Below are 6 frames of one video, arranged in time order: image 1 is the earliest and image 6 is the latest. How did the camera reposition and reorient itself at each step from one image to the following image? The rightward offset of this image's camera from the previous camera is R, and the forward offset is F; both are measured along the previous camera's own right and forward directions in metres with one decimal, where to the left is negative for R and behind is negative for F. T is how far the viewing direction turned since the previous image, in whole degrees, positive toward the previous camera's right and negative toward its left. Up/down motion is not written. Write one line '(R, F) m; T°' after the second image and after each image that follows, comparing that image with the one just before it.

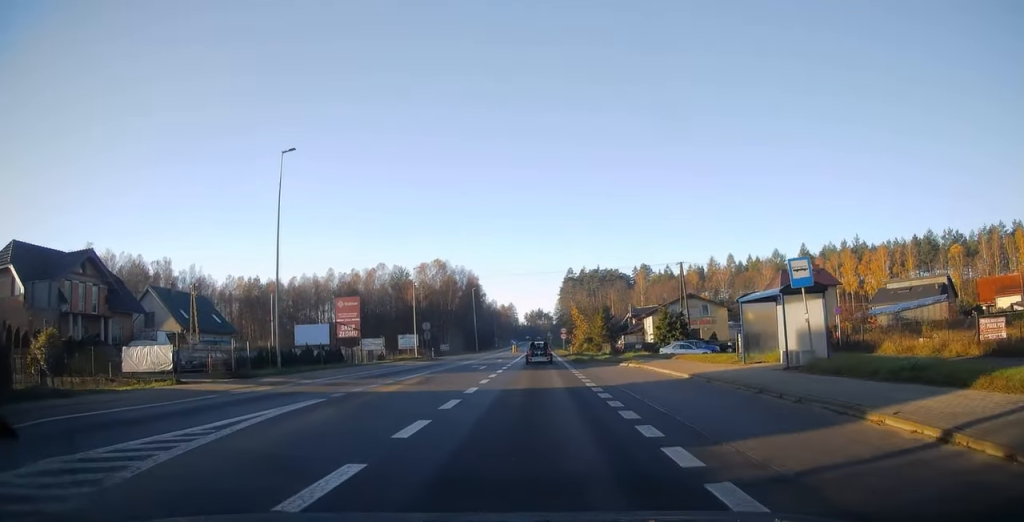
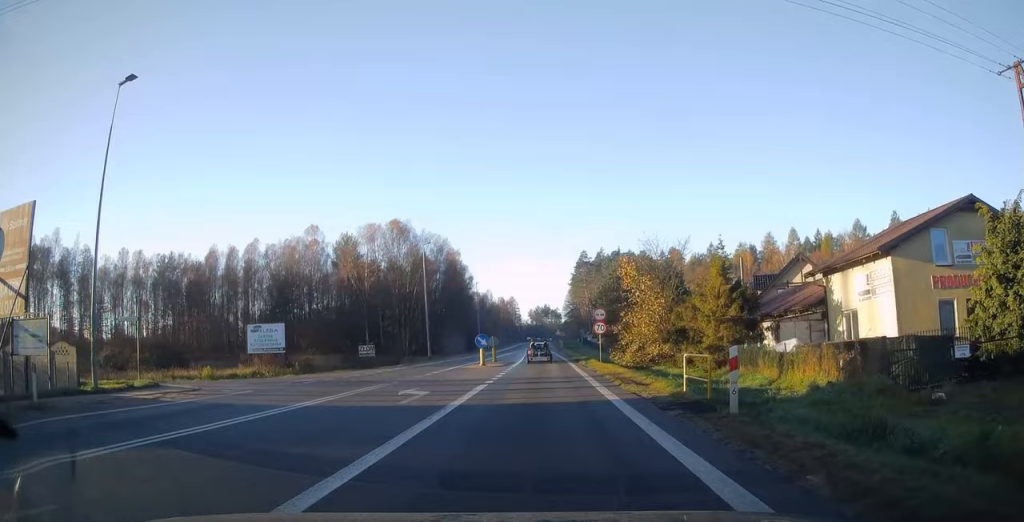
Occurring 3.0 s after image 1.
(-0.2, +49.9) m; 0°
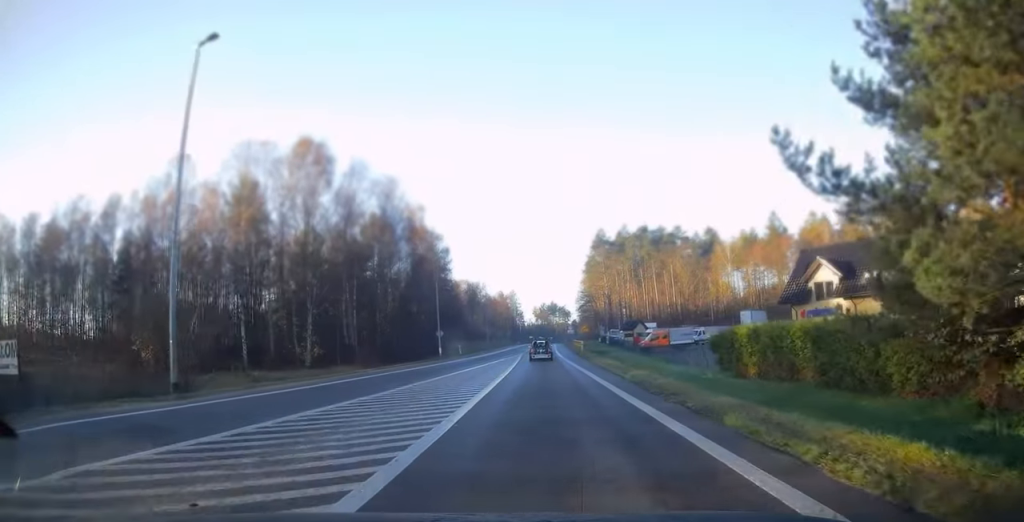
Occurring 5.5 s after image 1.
(0.0, +42.9) m; 0°
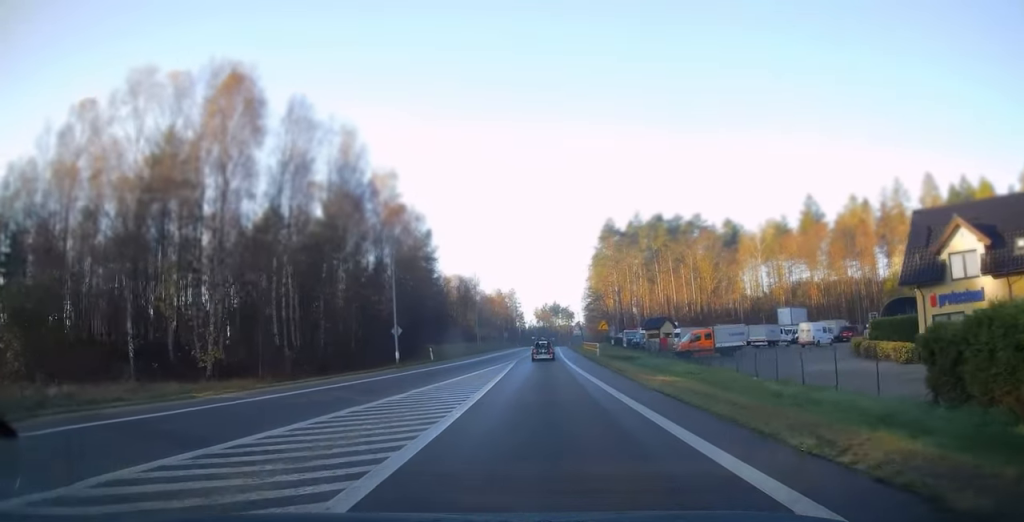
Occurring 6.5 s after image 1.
(0.0, +17.4) m; 0°
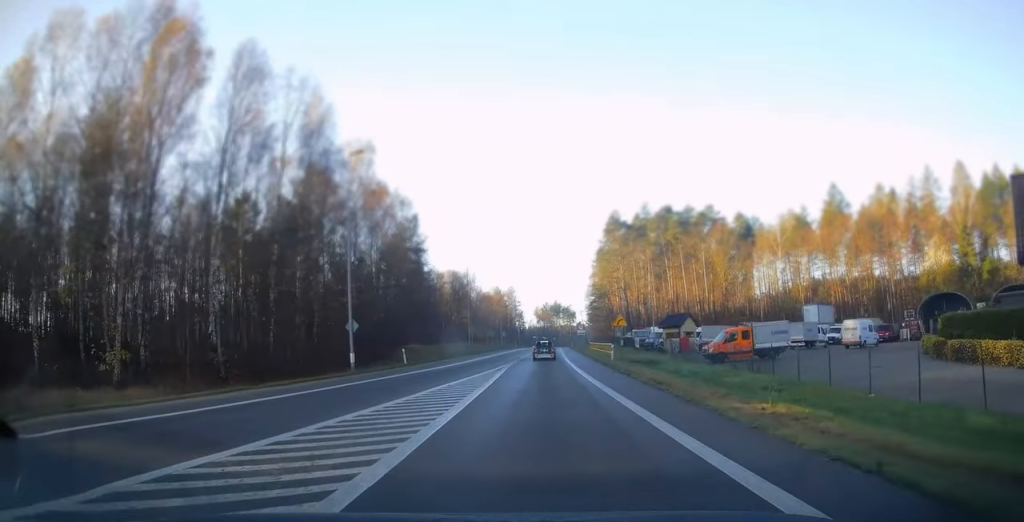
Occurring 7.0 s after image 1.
(0.0, +9.6) m; 0°
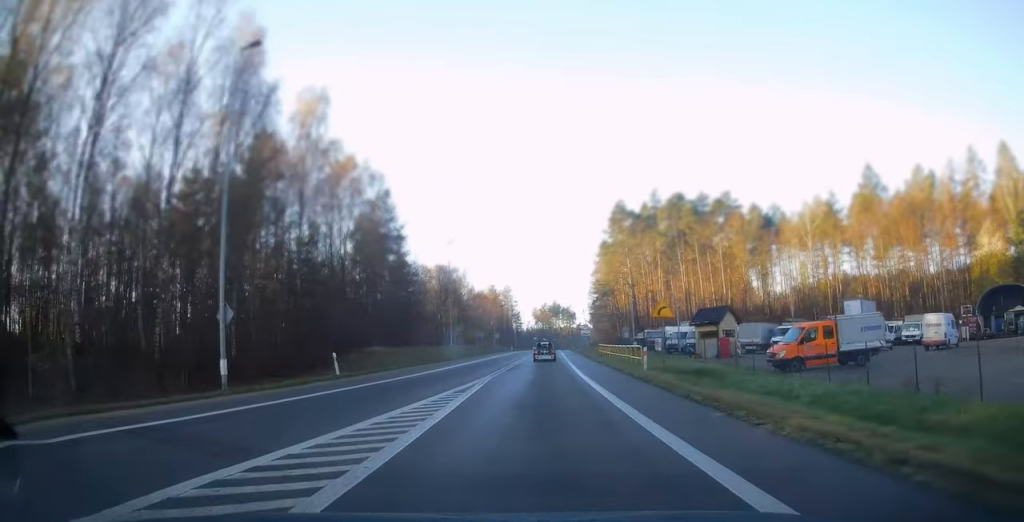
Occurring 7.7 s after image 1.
(-0.1, +12.7) m; 0°
